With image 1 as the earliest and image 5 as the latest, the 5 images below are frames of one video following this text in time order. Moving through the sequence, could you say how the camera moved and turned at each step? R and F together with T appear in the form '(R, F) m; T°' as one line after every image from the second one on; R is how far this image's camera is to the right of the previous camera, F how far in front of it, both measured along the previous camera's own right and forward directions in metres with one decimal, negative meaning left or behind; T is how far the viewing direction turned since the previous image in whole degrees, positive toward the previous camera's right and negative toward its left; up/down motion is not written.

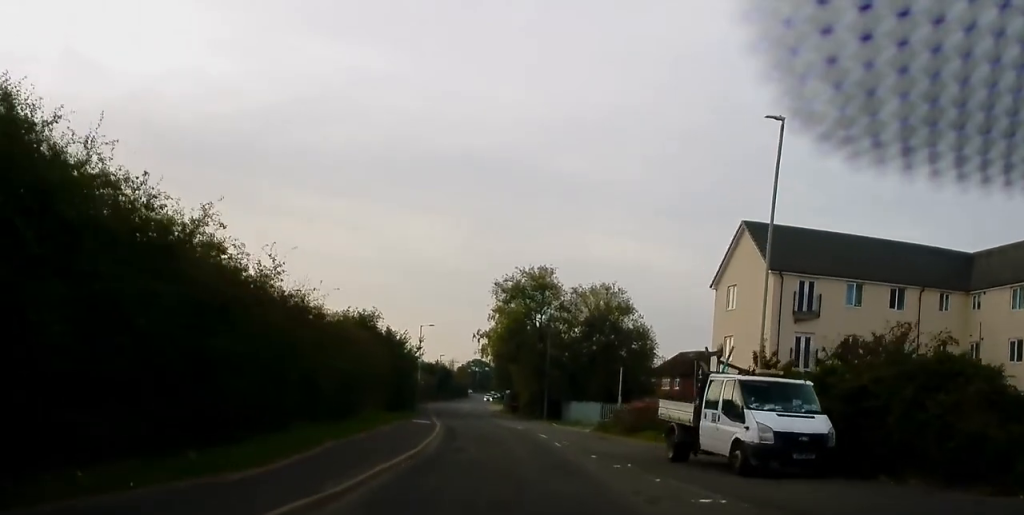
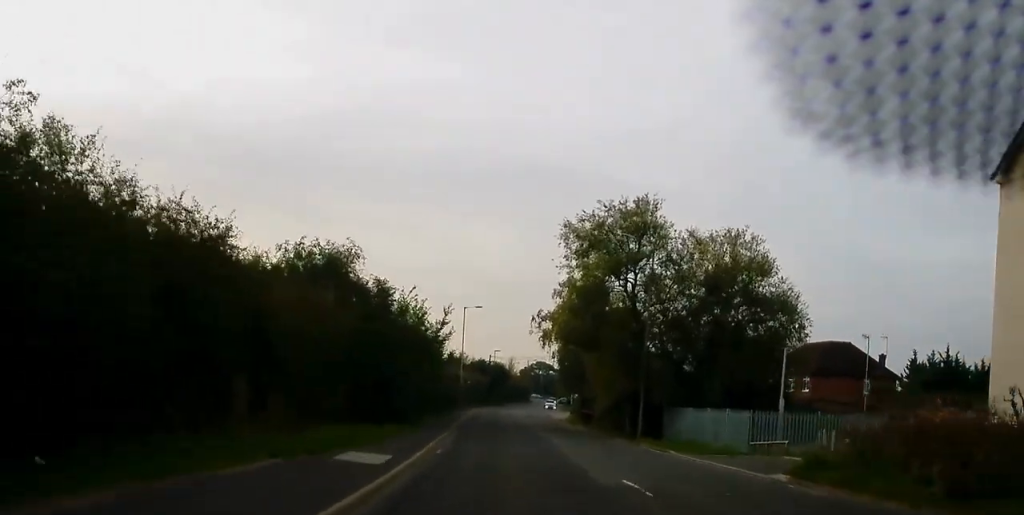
(-0.8, +24.0) m; -4°
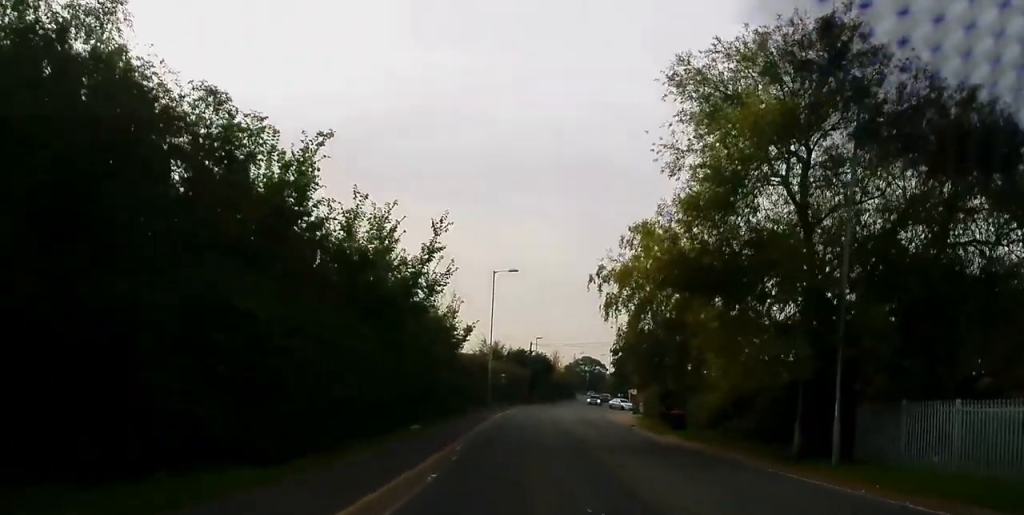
(-0.9, +21.2) m; -4°
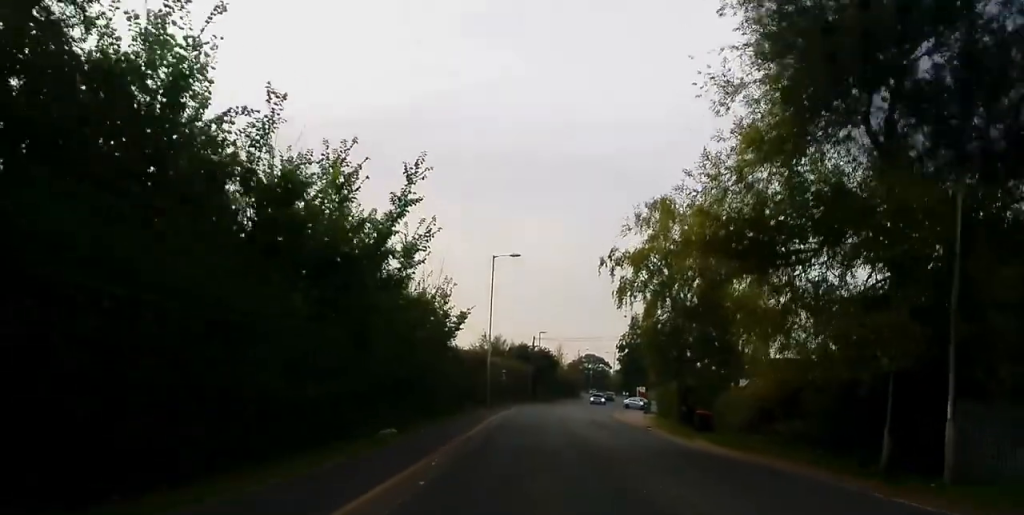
(0.0, +5.5) m; 0°
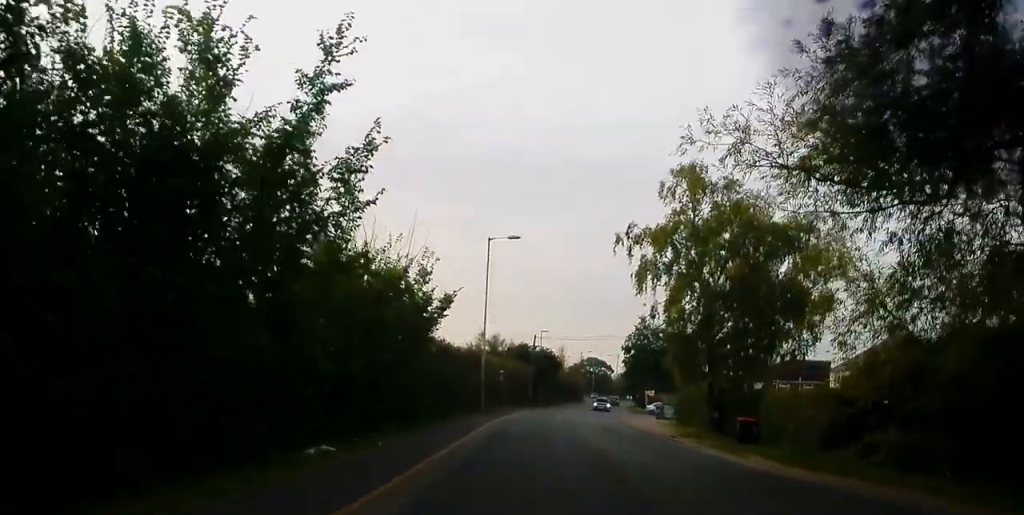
(0.0, +7.1) m; 0°
